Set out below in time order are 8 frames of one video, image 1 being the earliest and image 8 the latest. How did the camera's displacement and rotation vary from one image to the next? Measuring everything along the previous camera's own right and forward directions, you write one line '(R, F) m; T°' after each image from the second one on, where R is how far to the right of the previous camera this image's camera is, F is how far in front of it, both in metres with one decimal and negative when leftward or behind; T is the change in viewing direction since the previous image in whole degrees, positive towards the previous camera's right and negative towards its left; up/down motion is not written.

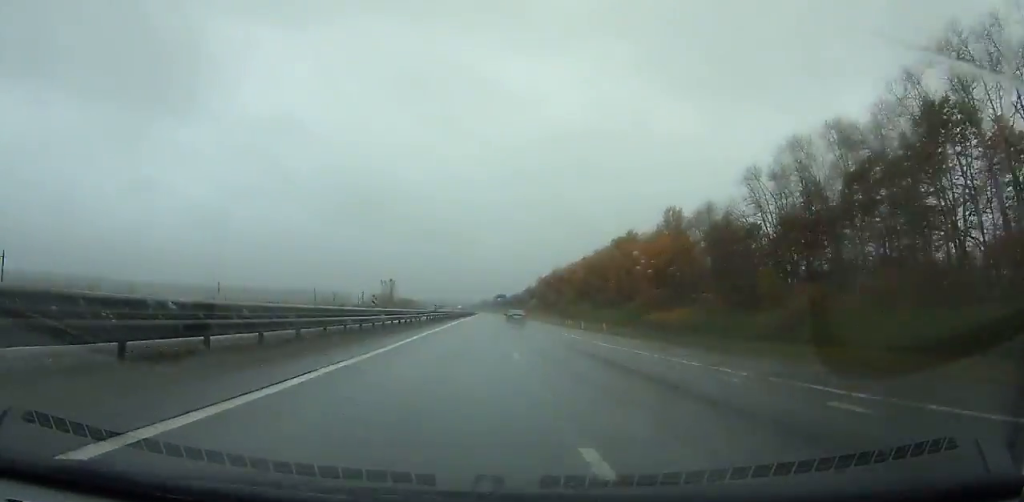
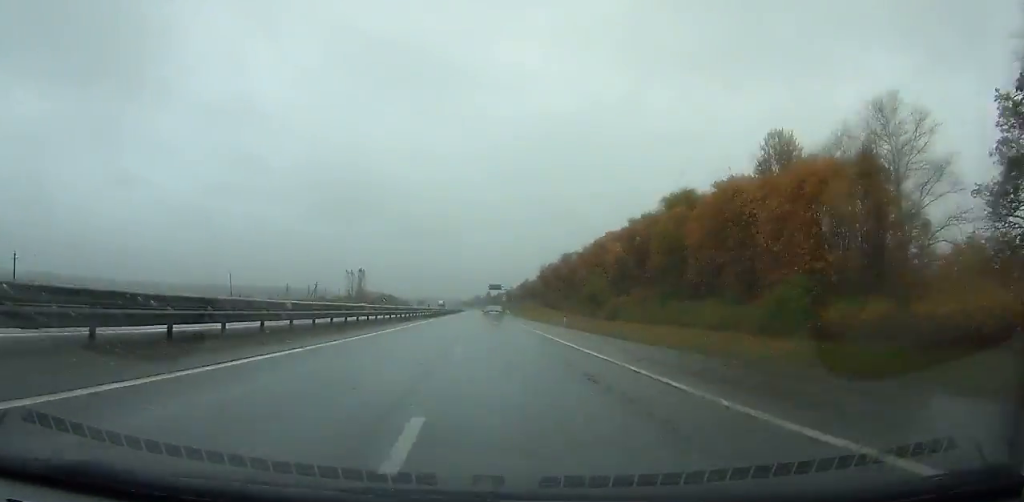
(+0.7, +58.1) m; 0°
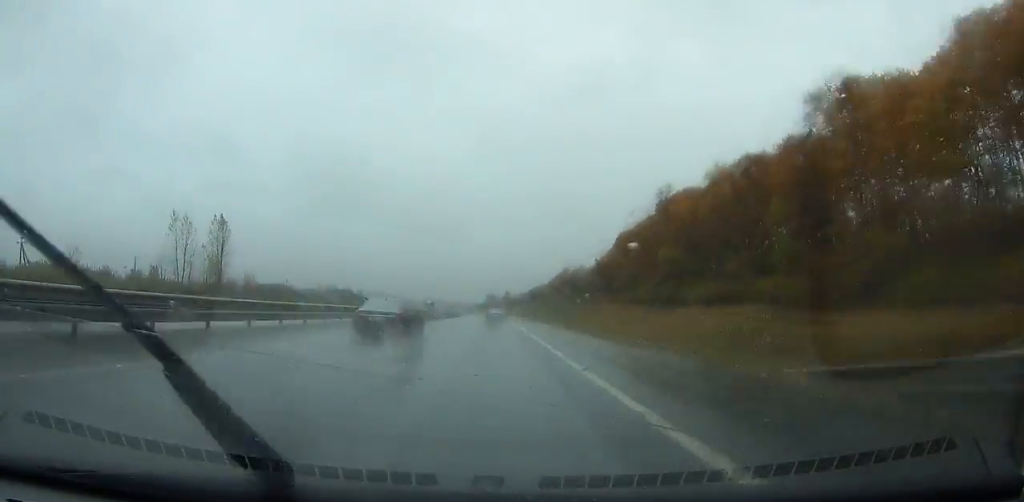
(-1.1, +149.5) m; -1°
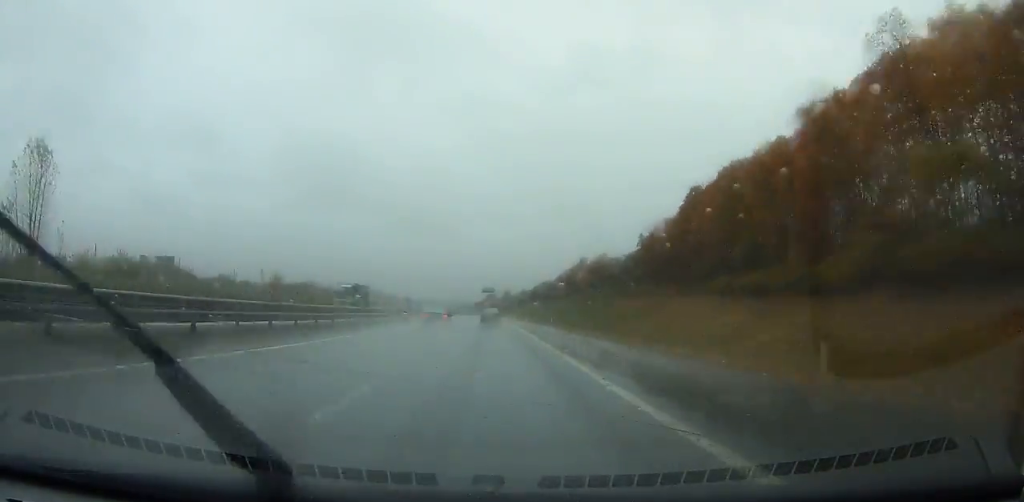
(0.0, +52.1) m; -1°
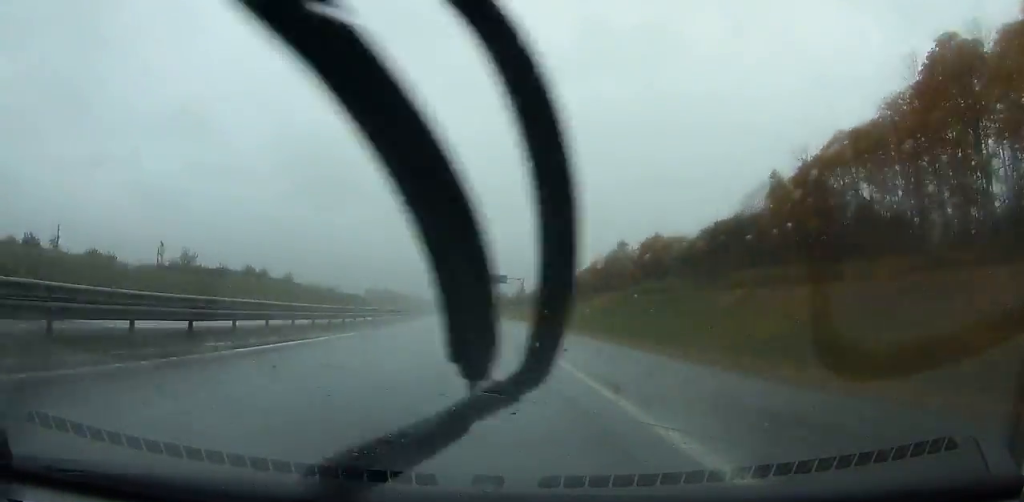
(-0.2, +53.9) m; -1°
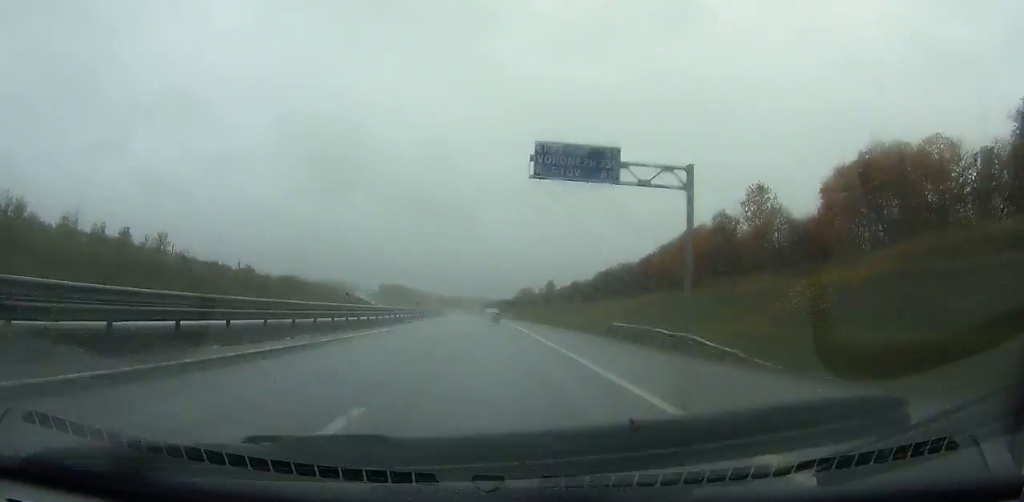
(-1.2, +80.2) m; -2°
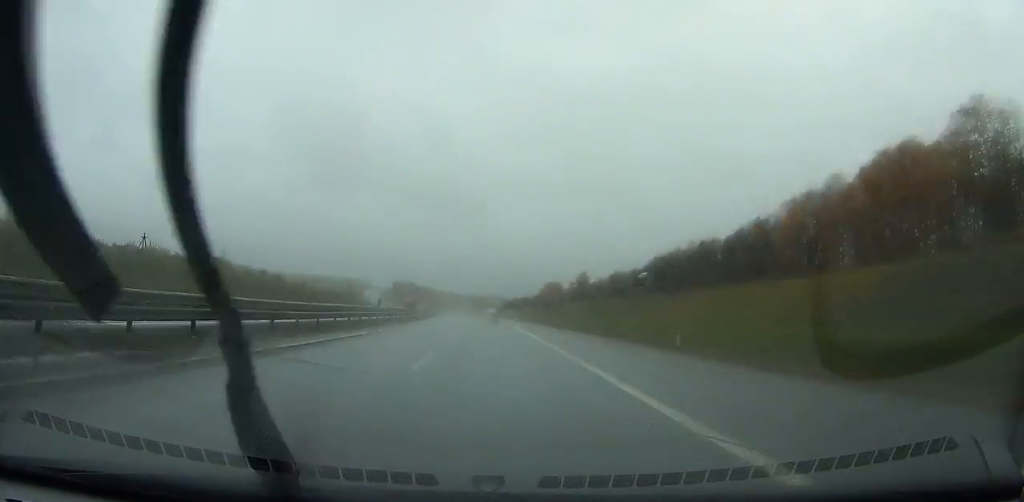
(-0.9, +64.2) m; -2°
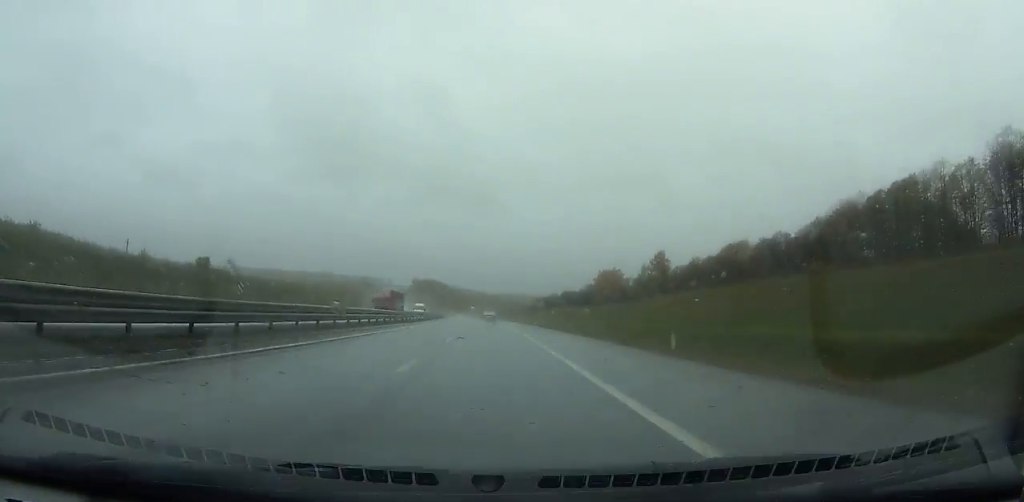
(-2.1, +97.3) m; -3°
